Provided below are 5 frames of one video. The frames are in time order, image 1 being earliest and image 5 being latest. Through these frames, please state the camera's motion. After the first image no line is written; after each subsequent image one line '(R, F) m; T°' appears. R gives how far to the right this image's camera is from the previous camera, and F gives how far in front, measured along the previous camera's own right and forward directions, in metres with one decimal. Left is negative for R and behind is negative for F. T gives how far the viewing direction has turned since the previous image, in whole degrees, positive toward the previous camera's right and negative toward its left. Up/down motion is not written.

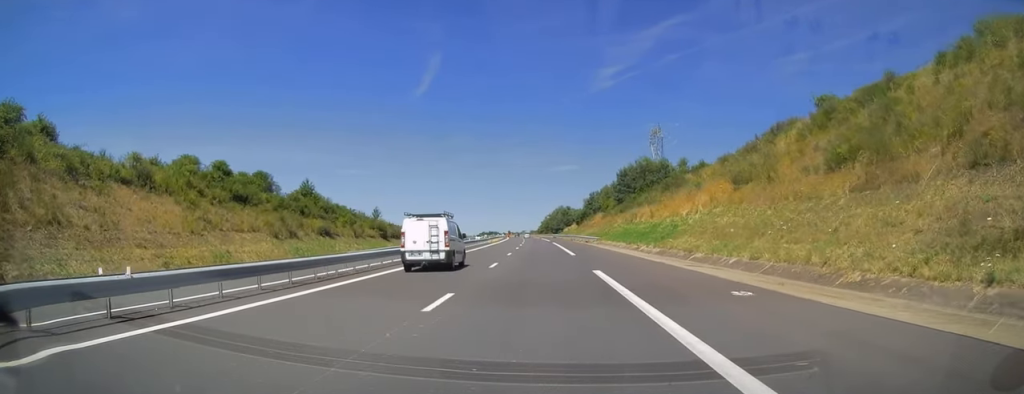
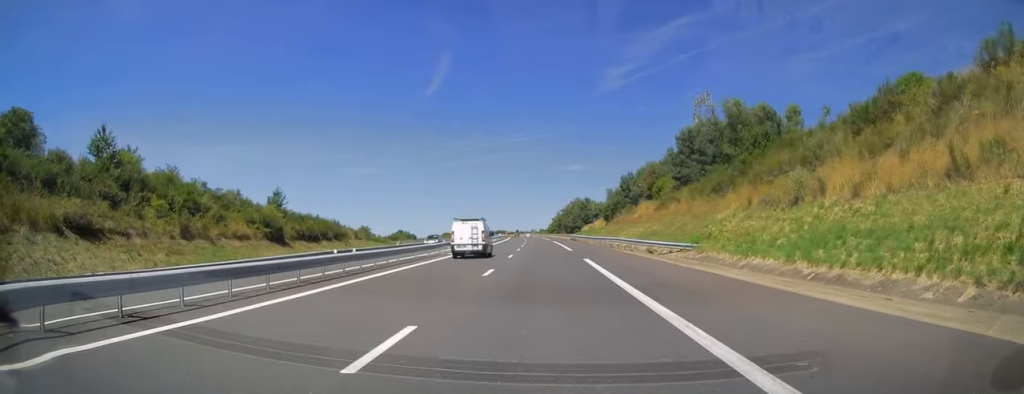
(-0.5, +44.0) m; -1°
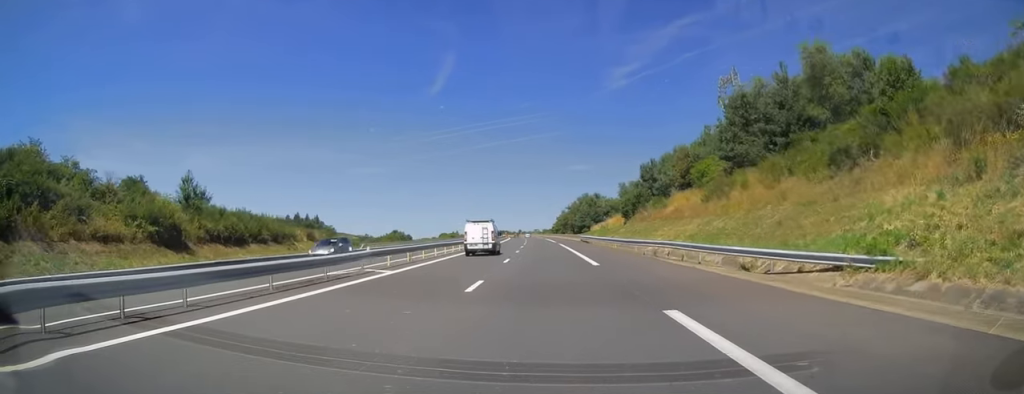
(0.0, +18.1) m; 0°
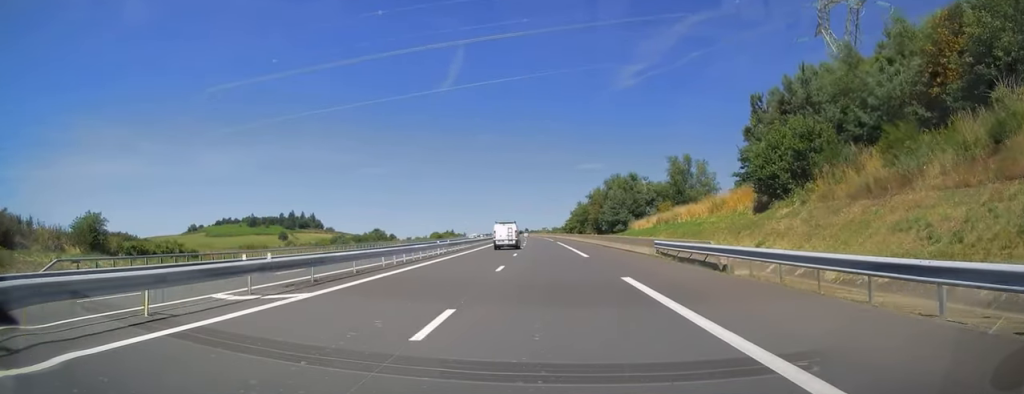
(-0.4, +45.6) m; -1°
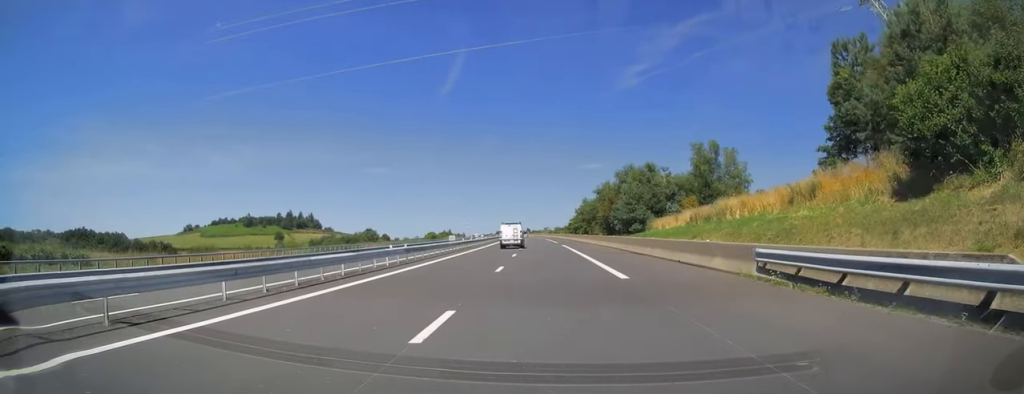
(0.0, +13.2) m; 0°
